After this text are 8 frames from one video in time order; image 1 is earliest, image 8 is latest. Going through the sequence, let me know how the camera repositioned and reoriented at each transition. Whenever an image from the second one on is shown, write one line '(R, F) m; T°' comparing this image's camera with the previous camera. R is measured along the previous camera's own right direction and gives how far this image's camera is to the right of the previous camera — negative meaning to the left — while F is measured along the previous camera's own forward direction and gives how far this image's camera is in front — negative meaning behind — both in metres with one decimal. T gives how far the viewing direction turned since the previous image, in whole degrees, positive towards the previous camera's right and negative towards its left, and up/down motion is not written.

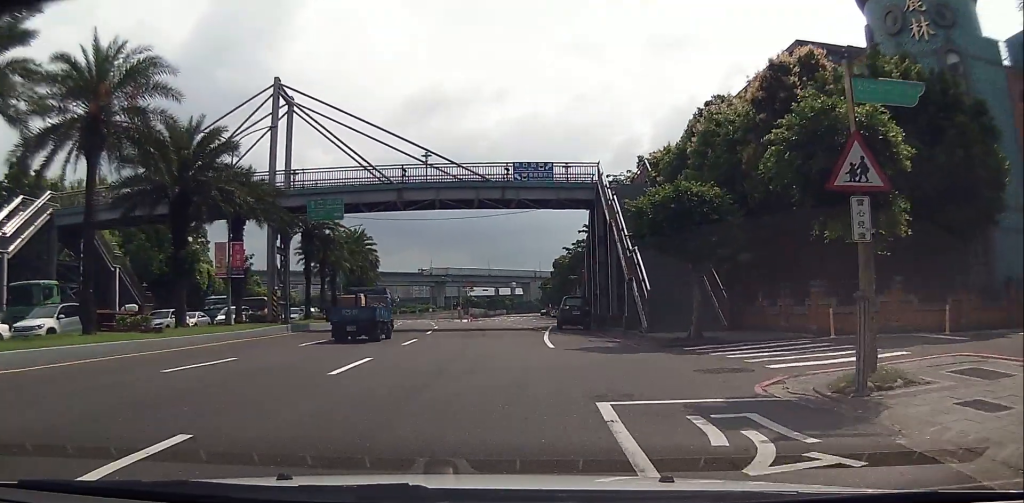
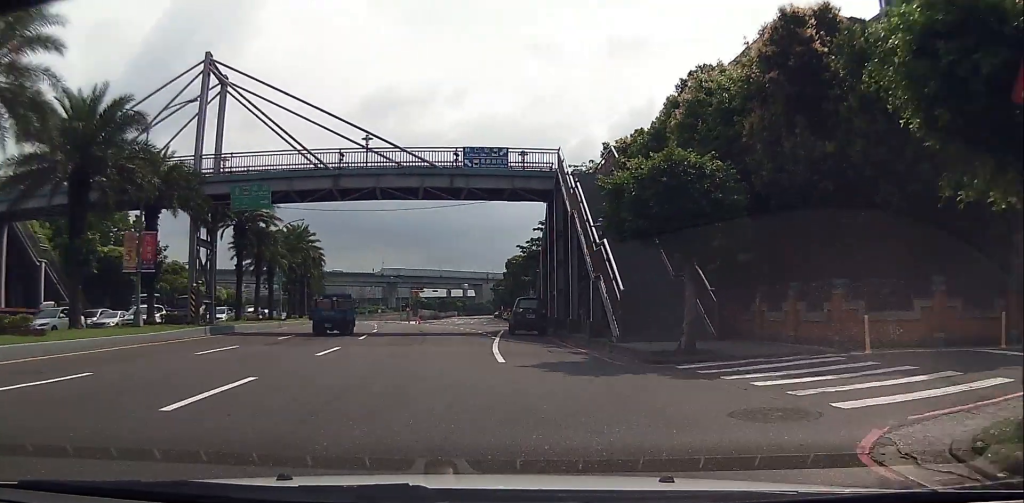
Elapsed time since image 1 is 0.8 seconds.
(+0.5, +4.6) m; +4°
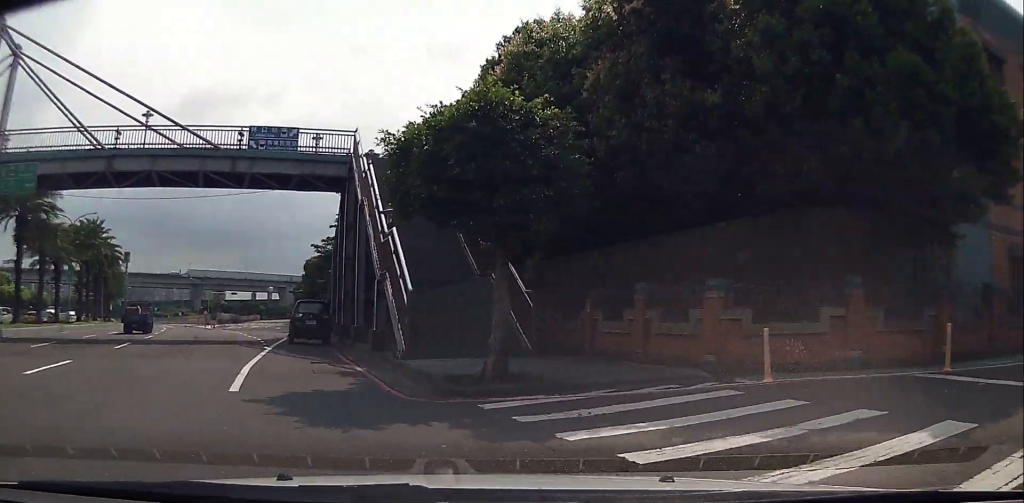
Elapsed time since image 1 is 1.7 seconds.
(-0.2, +4.9) m; +13°
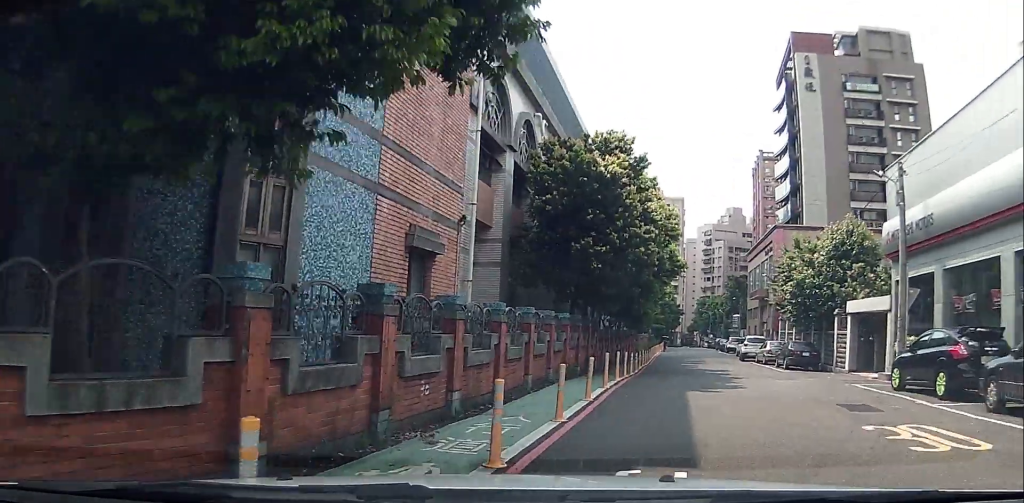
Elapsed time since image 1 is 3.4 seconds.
(+3.8, +7.0) m; +49°
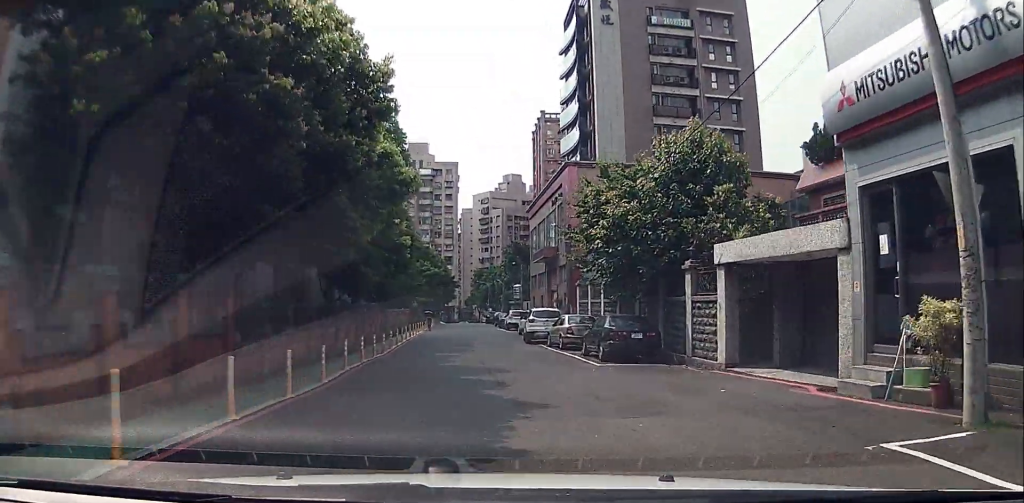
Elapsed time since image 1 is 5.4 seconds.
(+2.6, +11.0) m; +15°
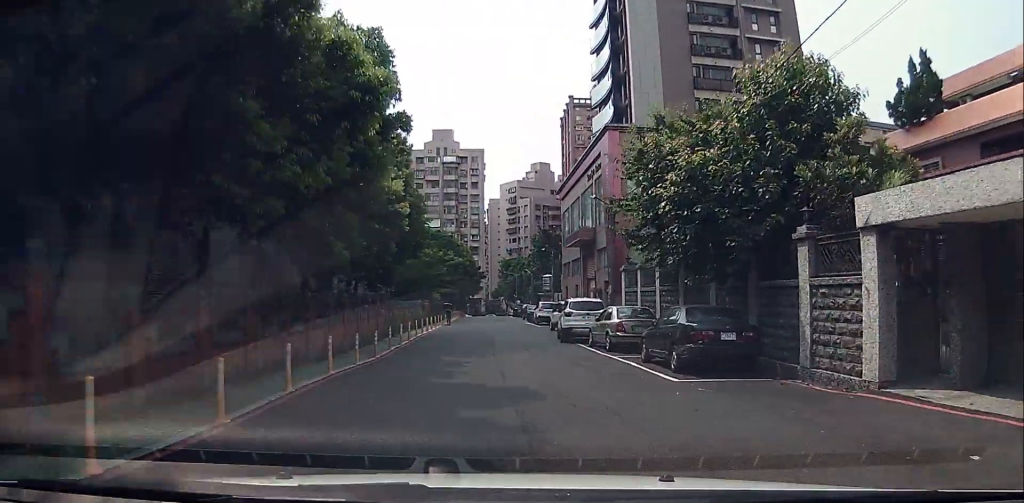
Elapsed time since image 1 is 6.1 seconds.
(0.0, +5.0) m; -1°
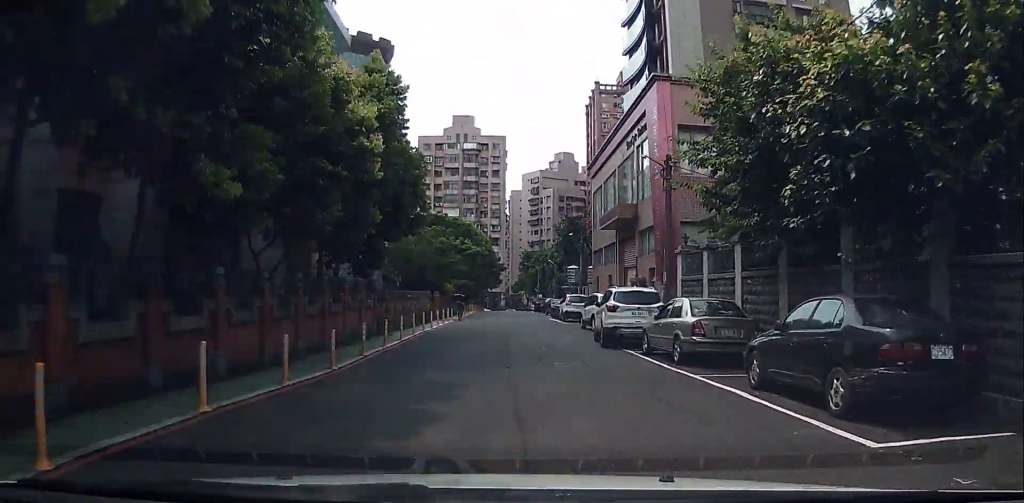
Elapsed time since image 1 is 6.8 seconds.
(-0.2, +5.0) m; 0°
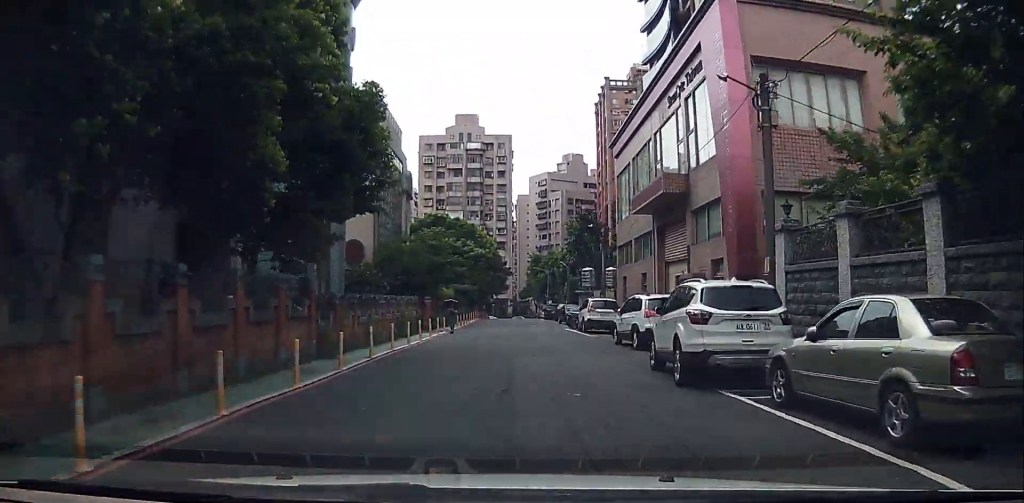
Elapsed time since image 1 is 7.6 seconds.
(+0.2, +5.8) m; +2°
